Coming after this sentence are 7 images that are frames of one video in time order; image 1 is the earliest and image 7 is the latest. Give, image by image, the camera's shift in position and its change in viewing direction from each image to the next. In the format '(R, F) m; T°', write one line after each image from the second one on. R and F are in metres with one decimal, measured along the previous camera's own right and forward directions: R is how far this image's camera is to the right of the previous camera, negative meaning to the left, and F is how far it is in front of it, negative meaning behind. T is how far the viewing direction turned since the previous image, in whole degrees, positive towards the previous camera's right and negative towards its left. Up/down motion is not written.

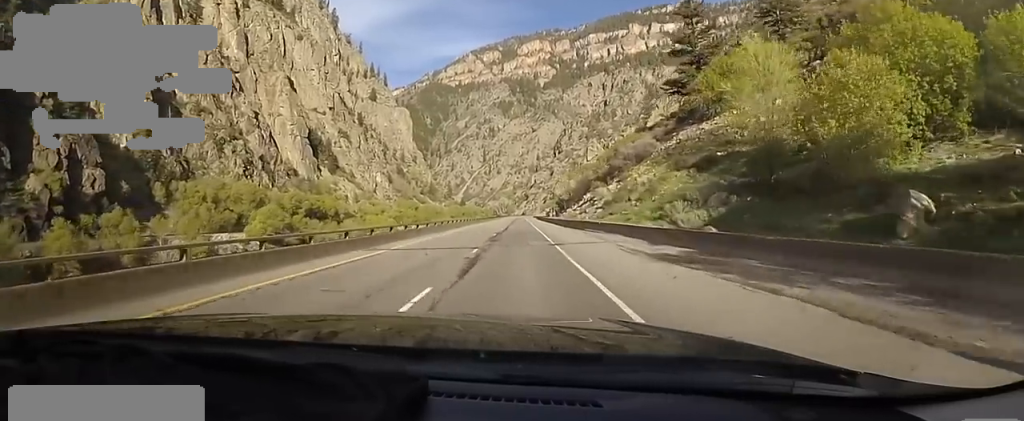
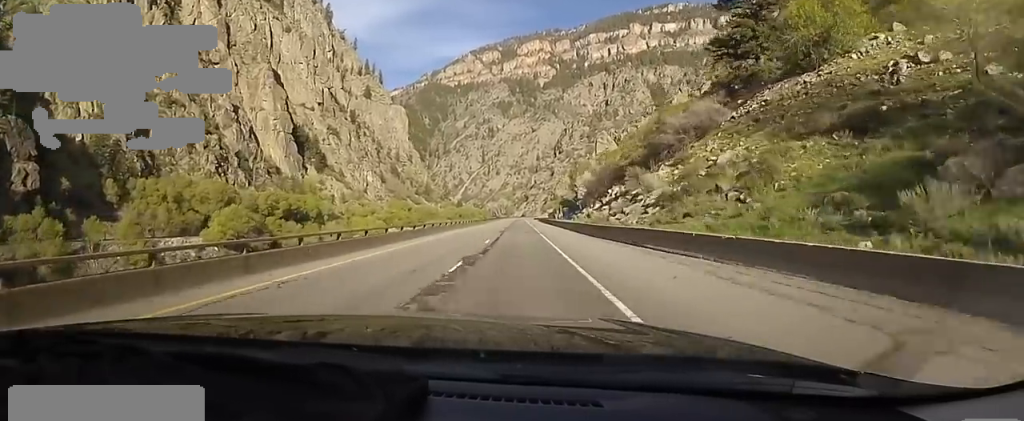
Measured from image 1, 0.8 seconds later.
(0.0, +19.6) m; 0°
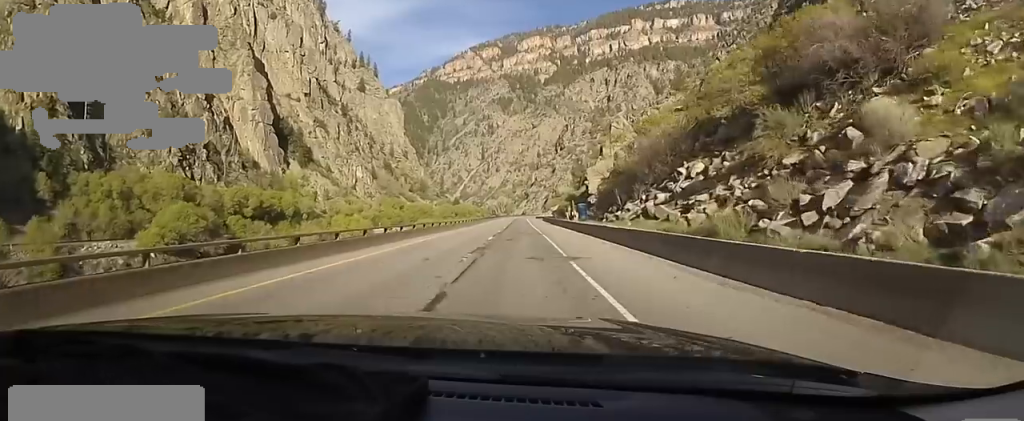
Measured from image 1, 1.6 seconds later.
(+0.1, +21.9) m; -3°
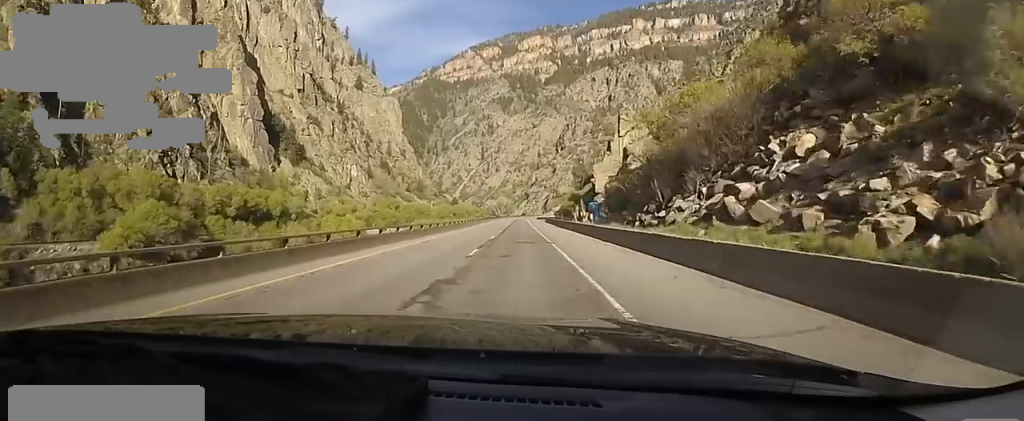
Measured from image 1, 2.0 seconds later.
(-0.3, +10.1) m; 0°
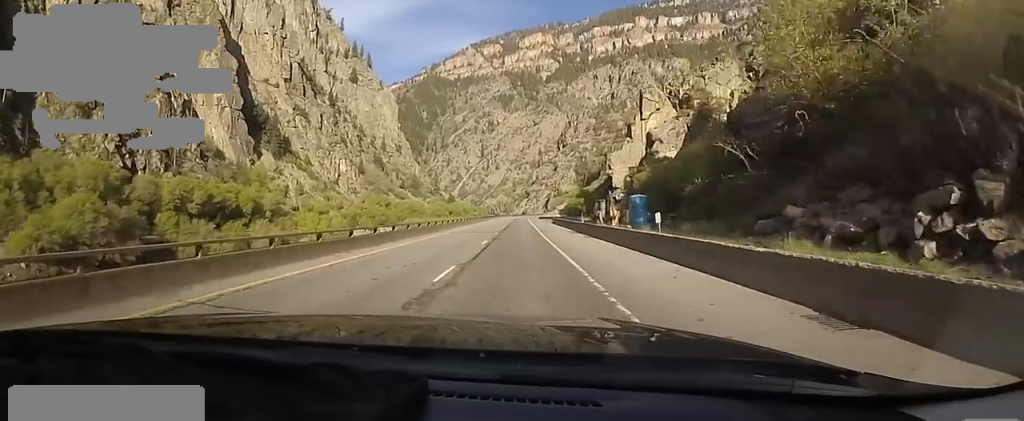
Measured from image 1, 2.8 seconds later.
(-1.2, +19.3) m; 0°
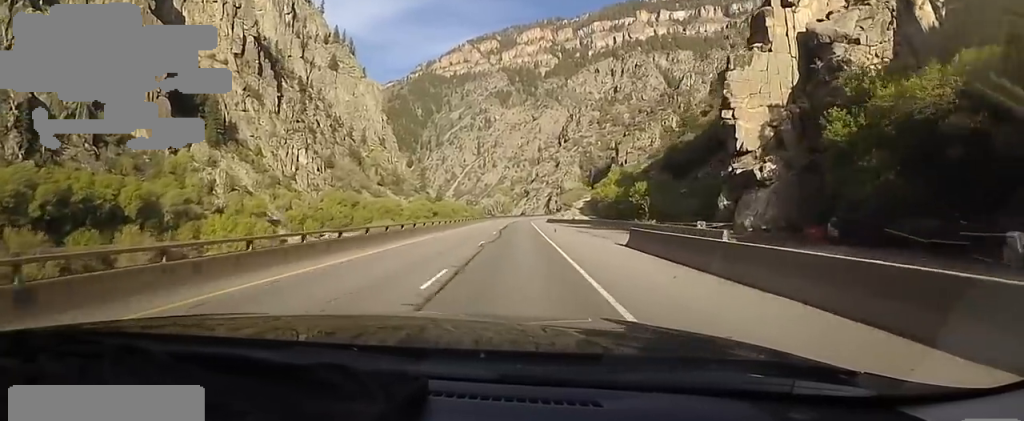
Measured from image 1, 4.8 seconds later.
(+2.9, +50.0) m; +3°
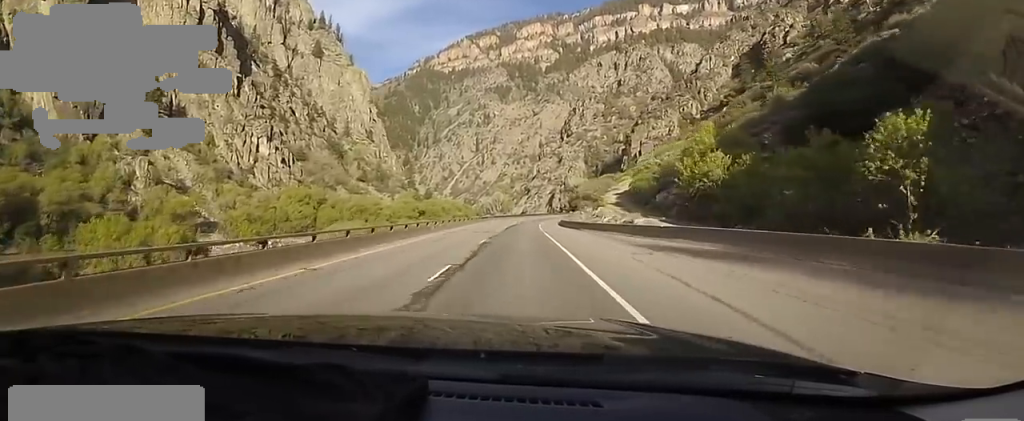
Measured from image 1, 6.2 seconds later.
(-1.1, +35.4) m; -3°
